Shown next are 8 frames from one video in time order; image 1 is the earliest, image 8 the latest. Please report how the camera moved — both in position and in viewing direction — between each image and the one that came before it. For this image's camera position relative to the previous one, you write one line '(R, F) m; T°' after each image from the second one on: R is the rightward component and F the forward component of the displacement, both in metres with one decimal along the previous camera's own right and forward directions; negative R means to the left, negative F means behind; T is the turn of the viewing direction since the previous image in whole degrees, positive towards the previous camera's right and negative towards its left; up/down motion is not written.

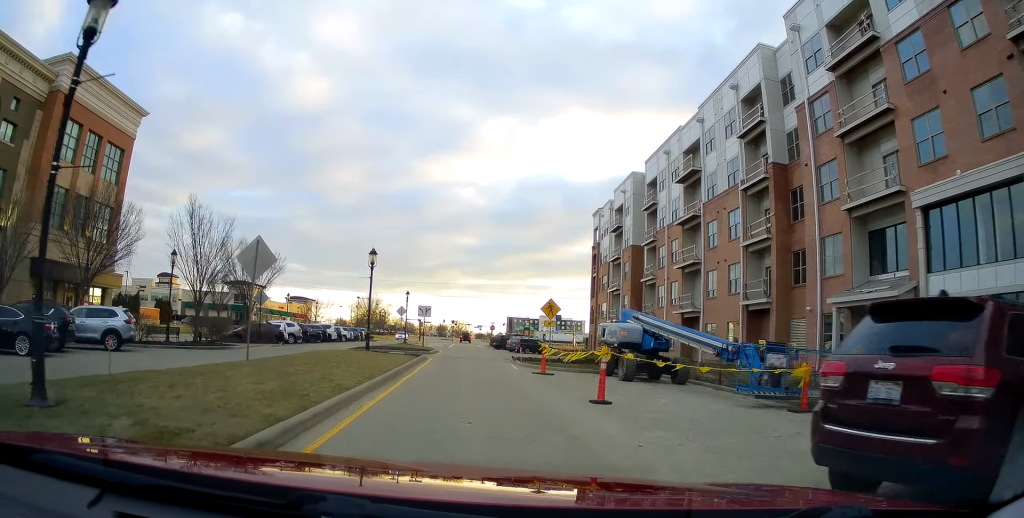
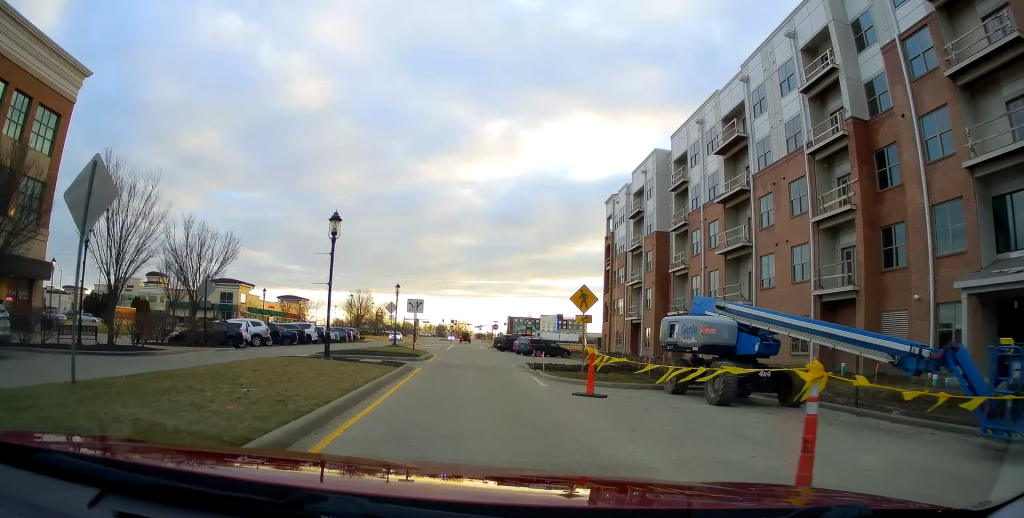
(+0.2, +7.5) m; +5°
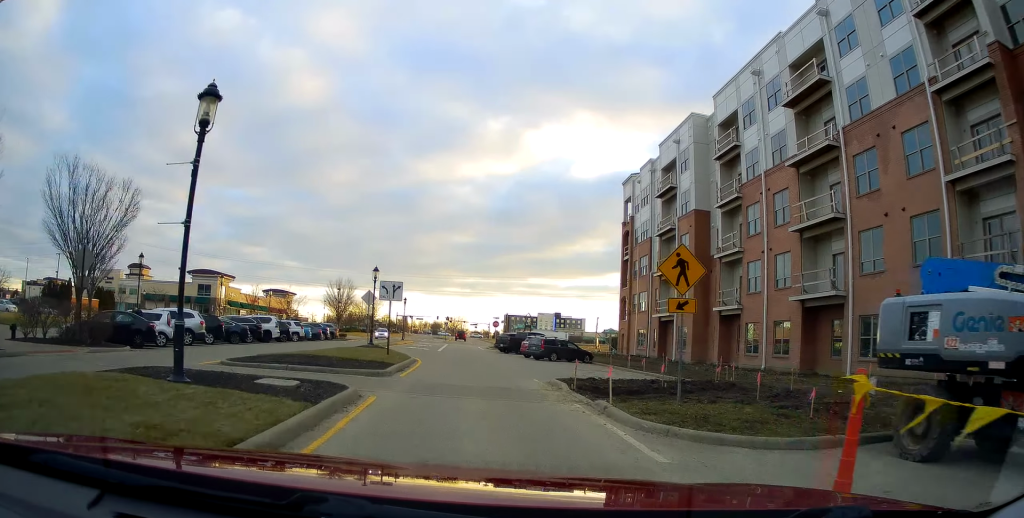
(+0.7, +9.5) m; +1°
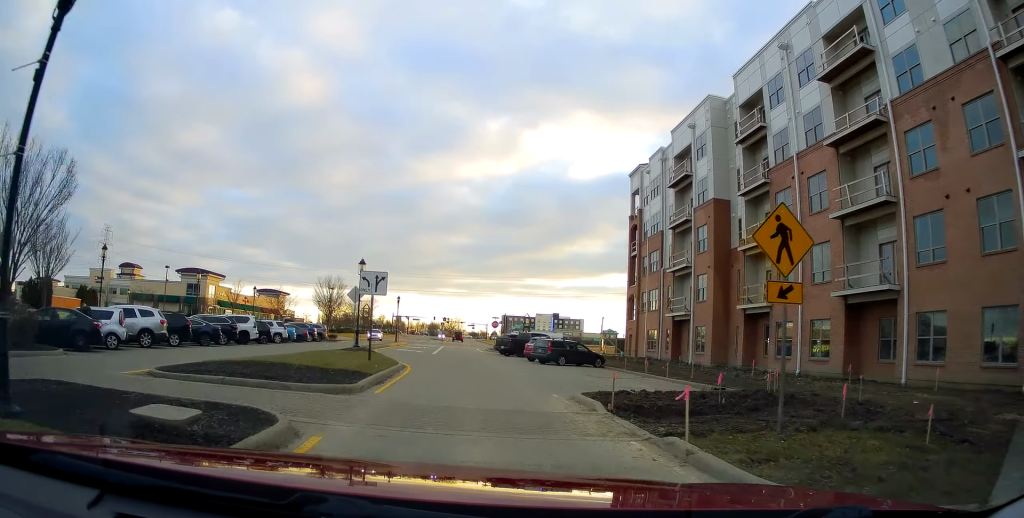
(-0.1, +4.0) m; -2°
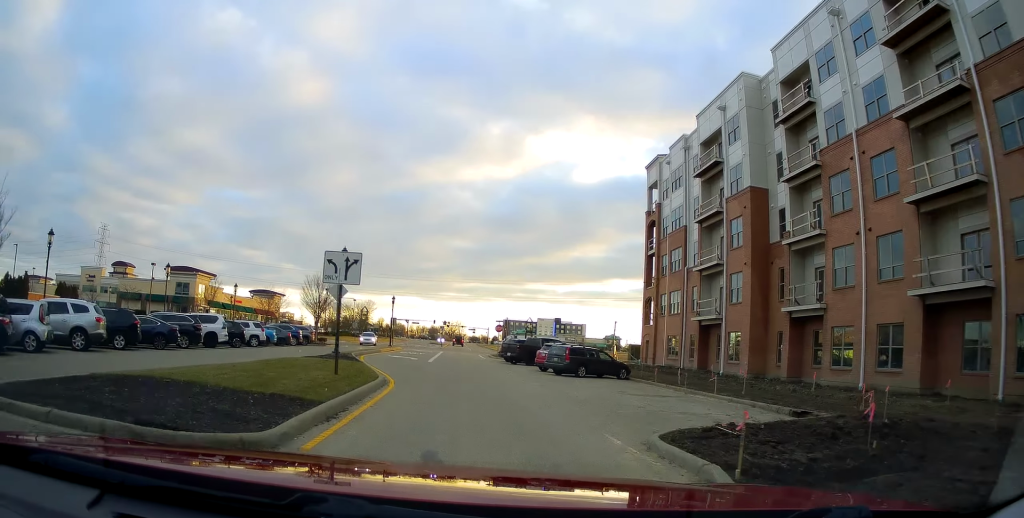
(-0.3, +5.3) m; -3°
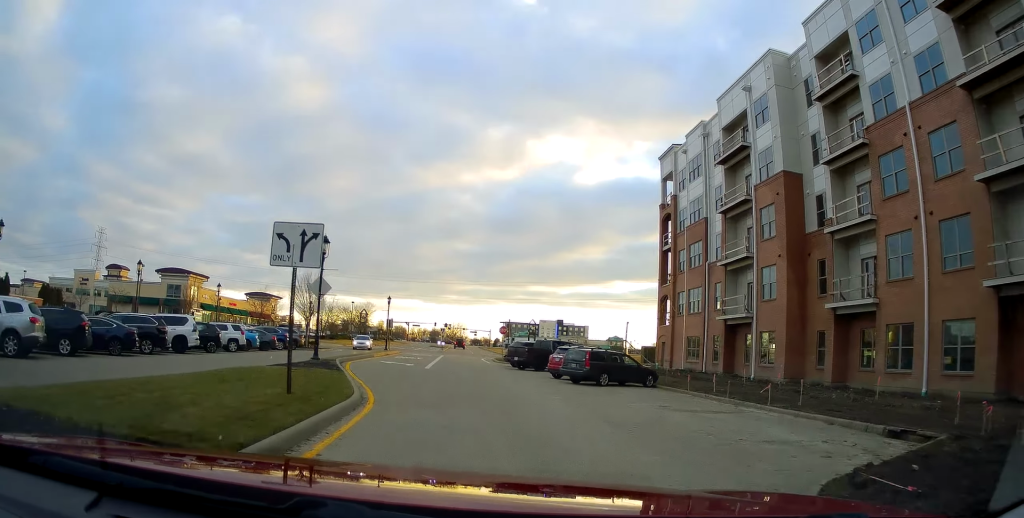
(-0.1, +4.2) m; -1°
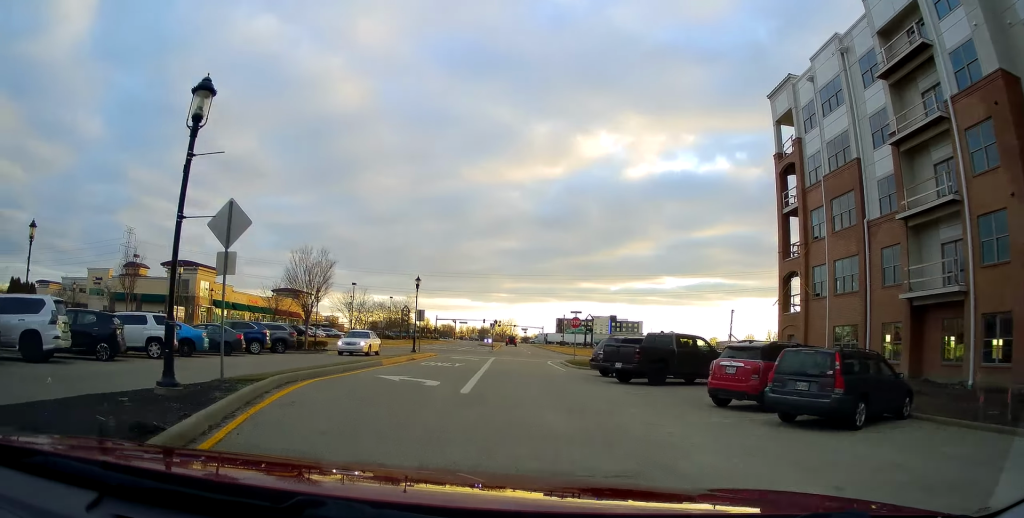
(0.0, +15.0) m; 0°
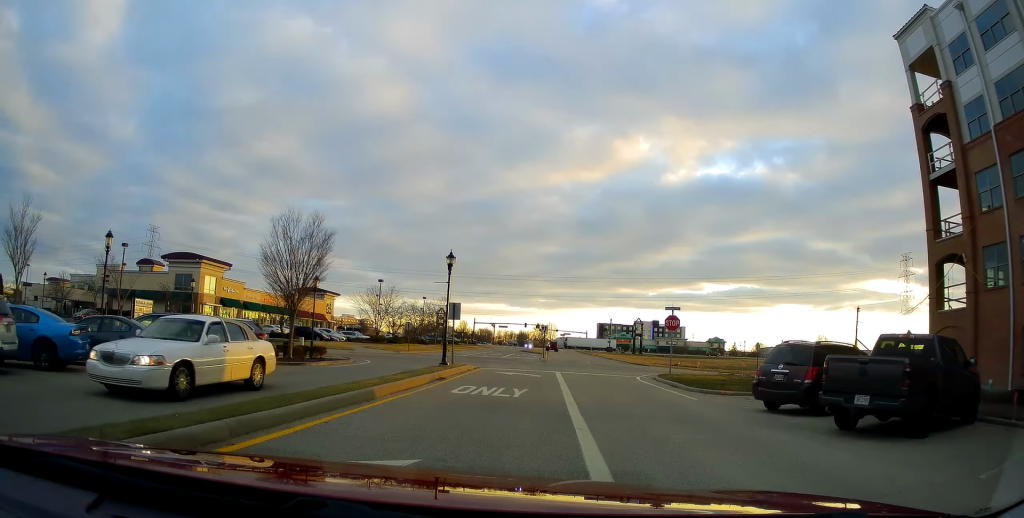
(-0.2, +12.4) m; -5°
